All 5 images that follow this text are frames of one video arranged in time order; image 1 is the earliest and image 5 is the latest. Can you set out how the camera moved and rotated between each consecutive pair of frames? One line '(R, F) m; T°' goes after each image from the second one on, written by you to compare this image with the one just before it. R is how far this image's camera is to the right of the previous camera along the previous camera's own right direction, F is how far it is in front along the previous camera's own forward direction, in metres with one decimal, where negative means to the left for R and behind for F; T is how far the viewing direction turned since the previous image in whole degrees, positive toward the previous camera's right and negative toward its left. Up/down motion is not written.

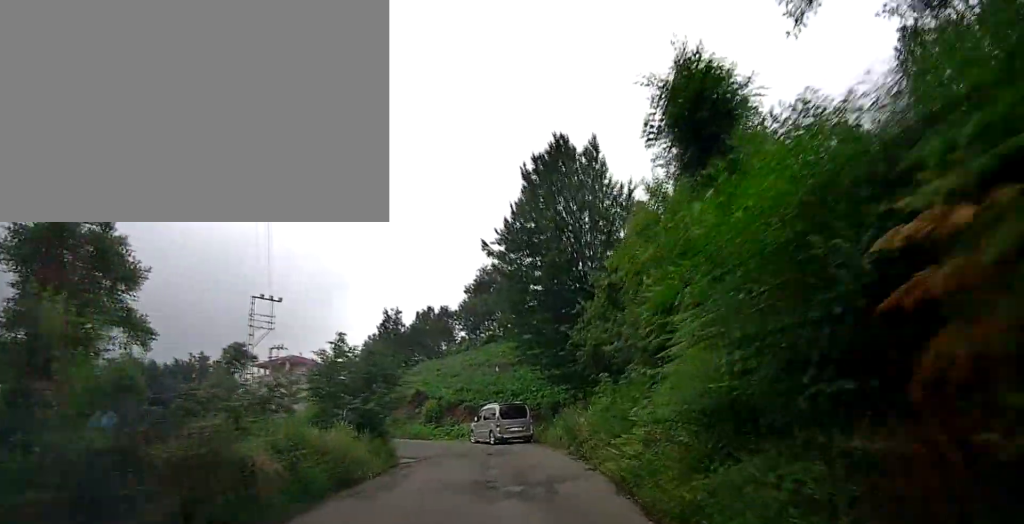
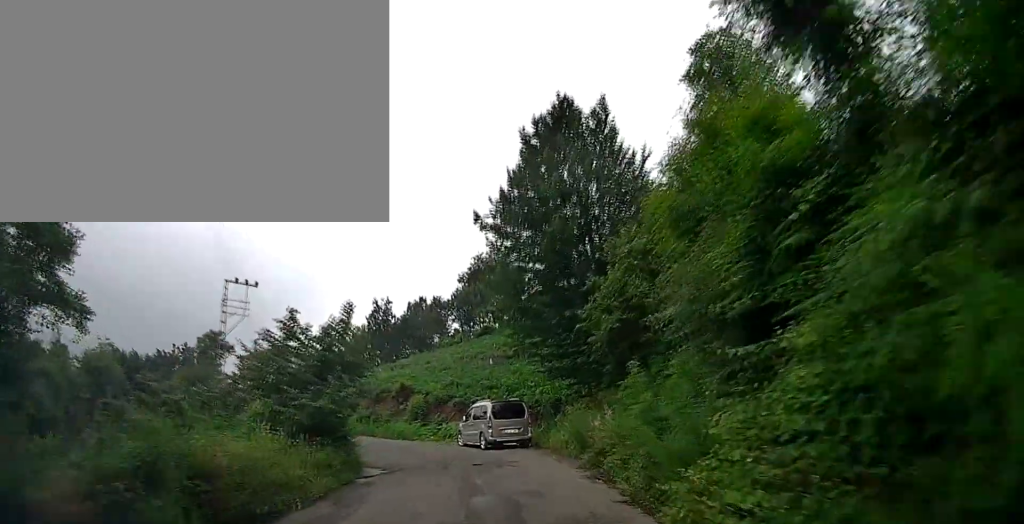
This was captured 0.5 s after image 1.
(-0.1, +4.1) m; -2°
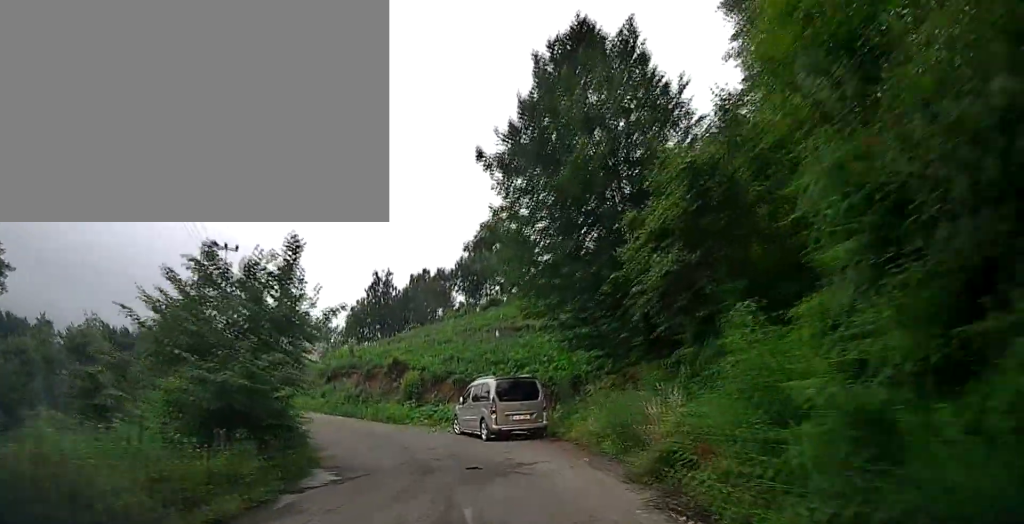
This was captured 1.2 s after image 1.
(-0.1, +4.9) m; -2°
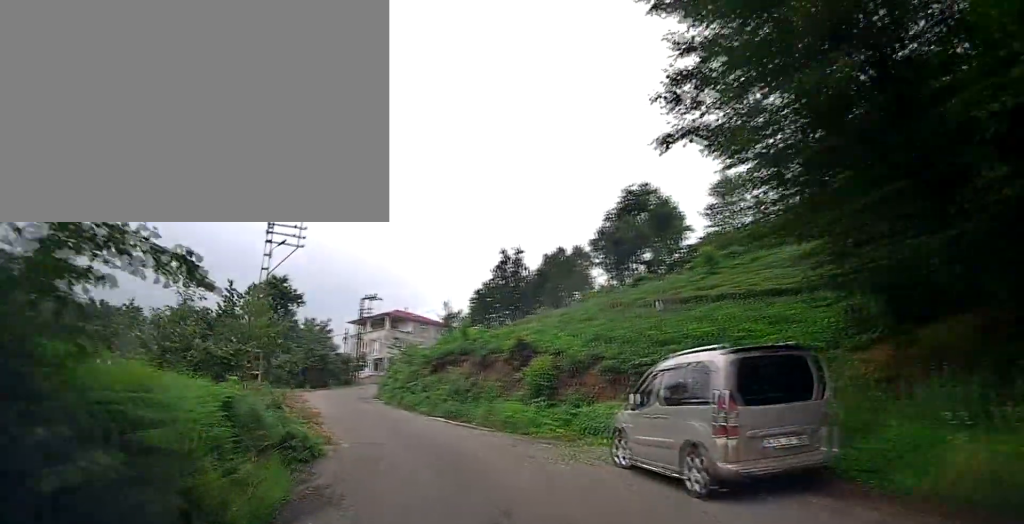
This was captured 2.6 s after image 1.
(-0.3, +9.7) m; -8°
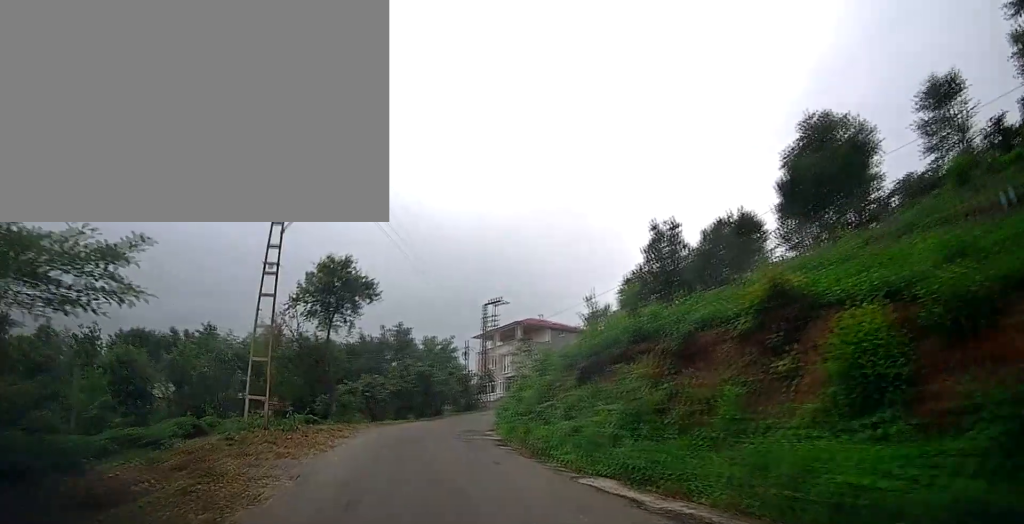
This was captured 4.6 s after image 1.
(-2.3, +13.4) m; -19°
